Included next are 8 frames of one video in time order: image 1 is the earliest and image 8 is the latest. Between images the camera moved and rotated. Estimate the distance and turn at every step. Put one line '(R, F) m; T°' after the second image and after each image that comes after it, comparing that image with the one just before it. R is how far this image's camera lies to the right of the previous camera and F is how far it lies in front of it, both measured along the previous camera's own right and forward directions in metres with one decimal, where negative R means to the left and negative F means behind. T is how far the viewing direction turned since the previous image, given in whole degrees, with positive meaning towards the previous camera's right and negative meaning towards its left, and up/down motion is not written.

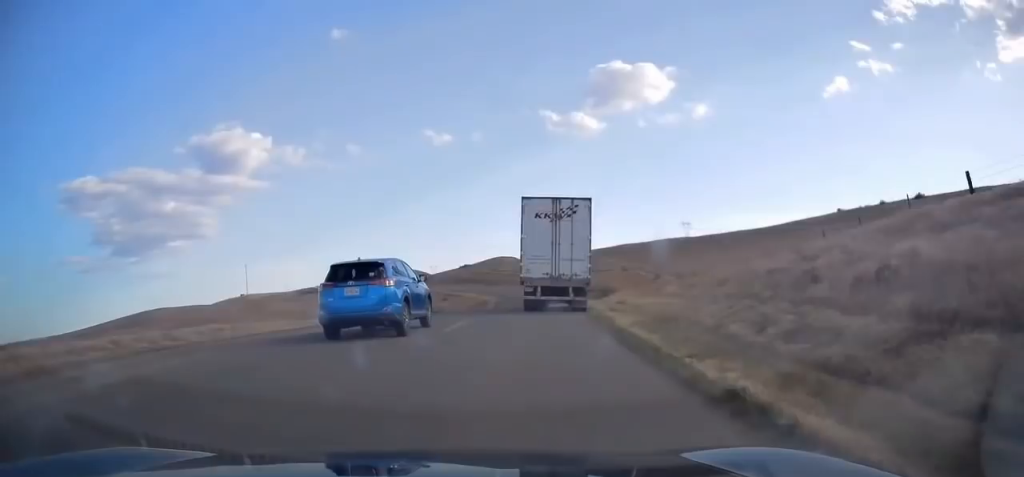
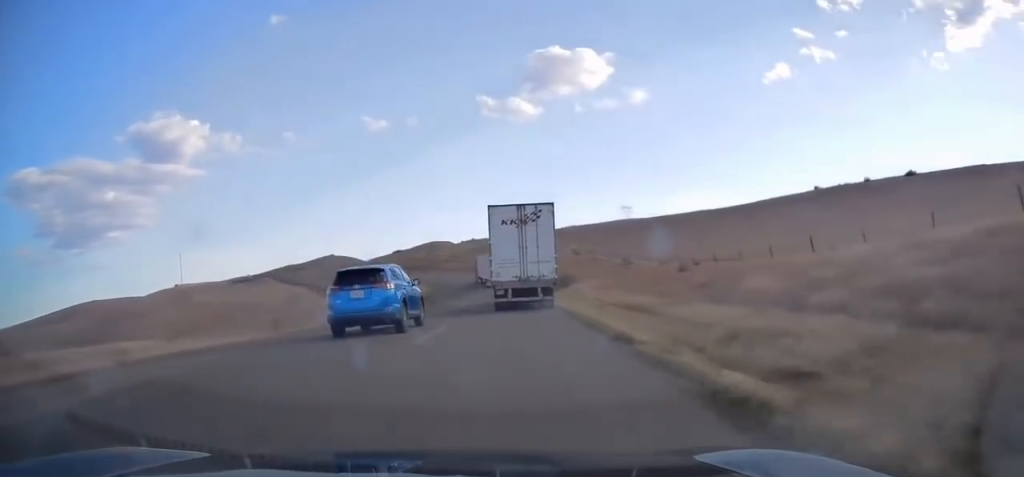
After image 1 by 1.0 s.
(+0.4, +16.9) m; +5°
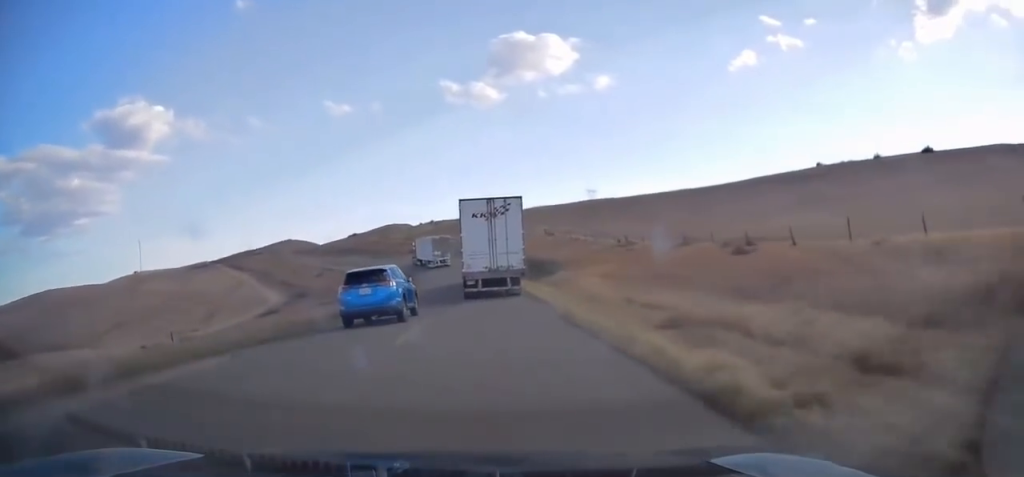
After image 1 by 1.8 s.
(+0.8, +15.1) m; +4°
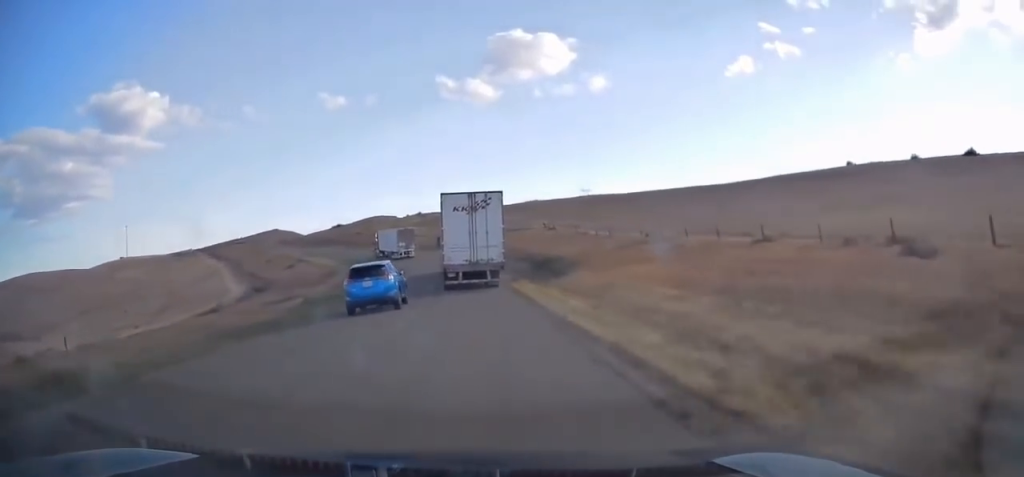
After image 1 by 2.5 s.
(+0.4, +12.4) m; +2°
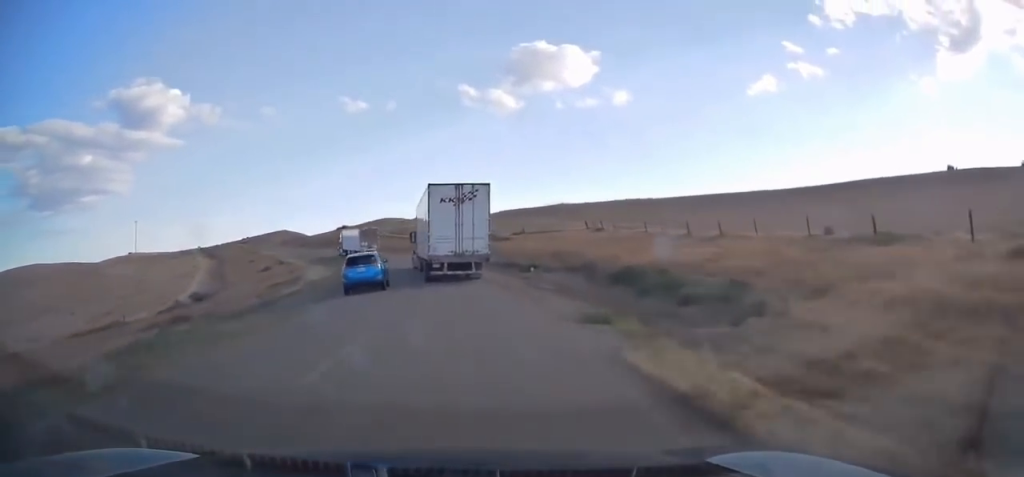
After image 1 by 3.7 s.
(-0.1, +21.8) m; -1°
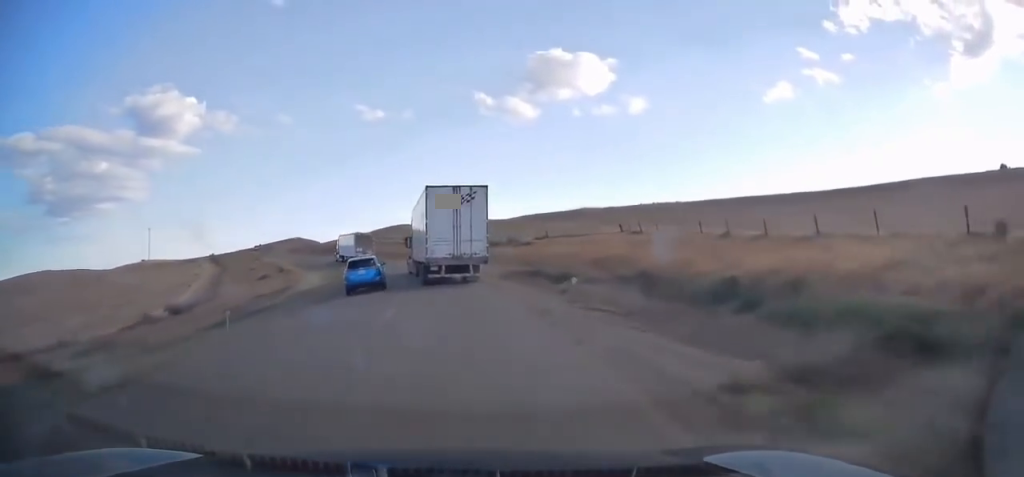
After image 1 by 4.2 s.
(+0.2, +8.0) m; -1°
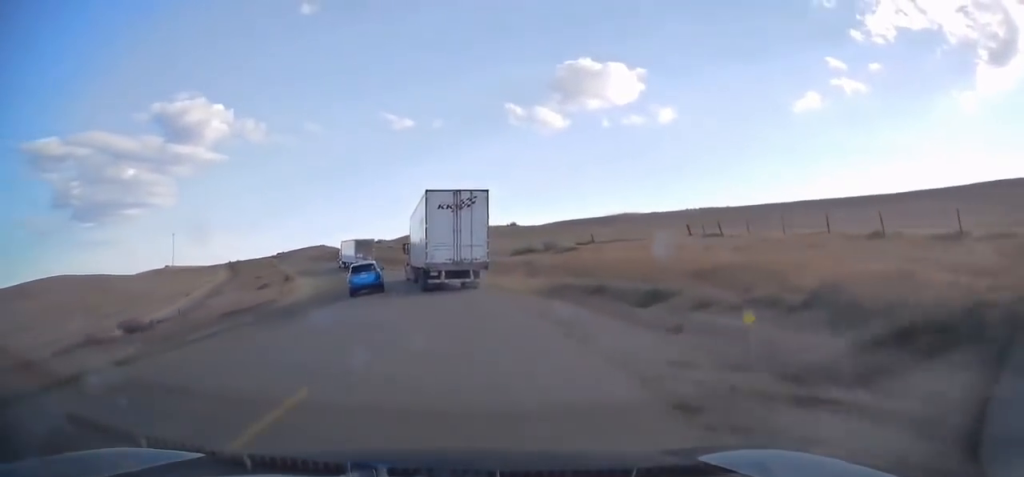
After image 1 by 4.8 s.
(-0.4, +11.1) m; -4°
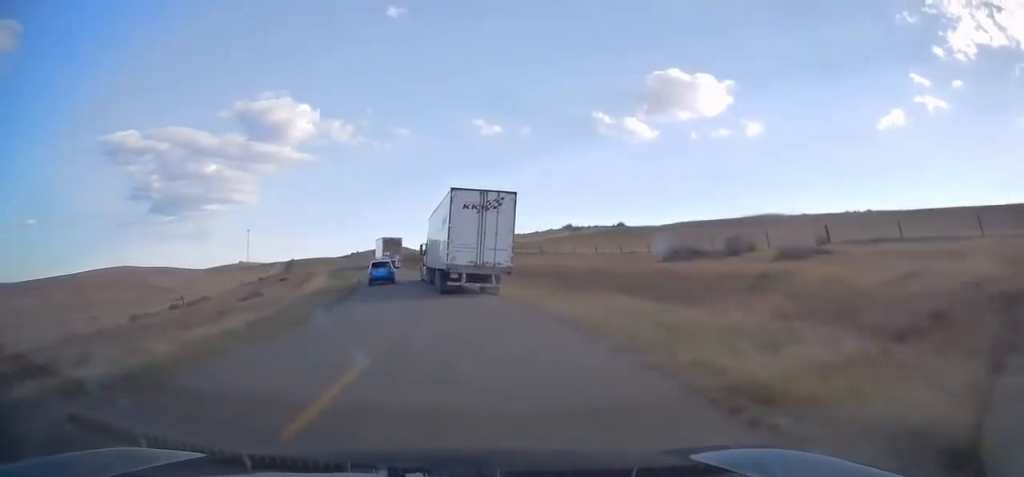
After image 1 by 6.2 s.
(-2.2, +27.1) m; -8°
